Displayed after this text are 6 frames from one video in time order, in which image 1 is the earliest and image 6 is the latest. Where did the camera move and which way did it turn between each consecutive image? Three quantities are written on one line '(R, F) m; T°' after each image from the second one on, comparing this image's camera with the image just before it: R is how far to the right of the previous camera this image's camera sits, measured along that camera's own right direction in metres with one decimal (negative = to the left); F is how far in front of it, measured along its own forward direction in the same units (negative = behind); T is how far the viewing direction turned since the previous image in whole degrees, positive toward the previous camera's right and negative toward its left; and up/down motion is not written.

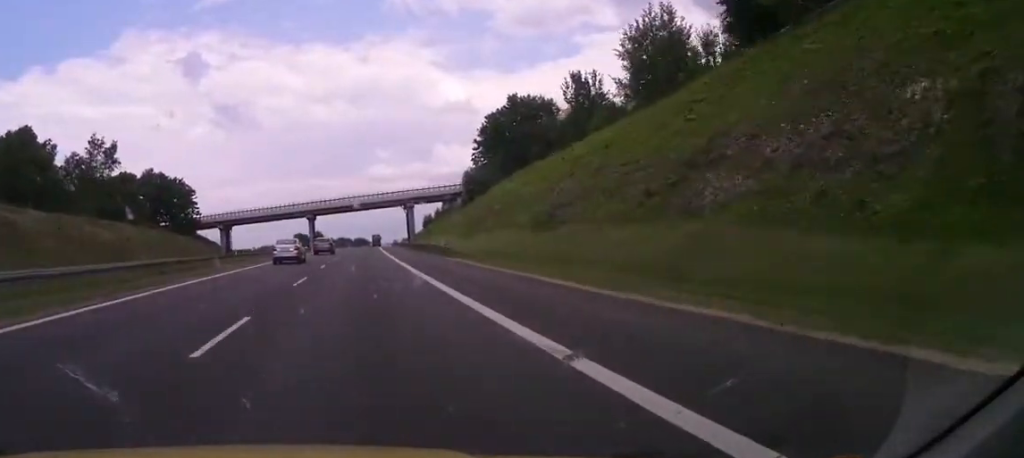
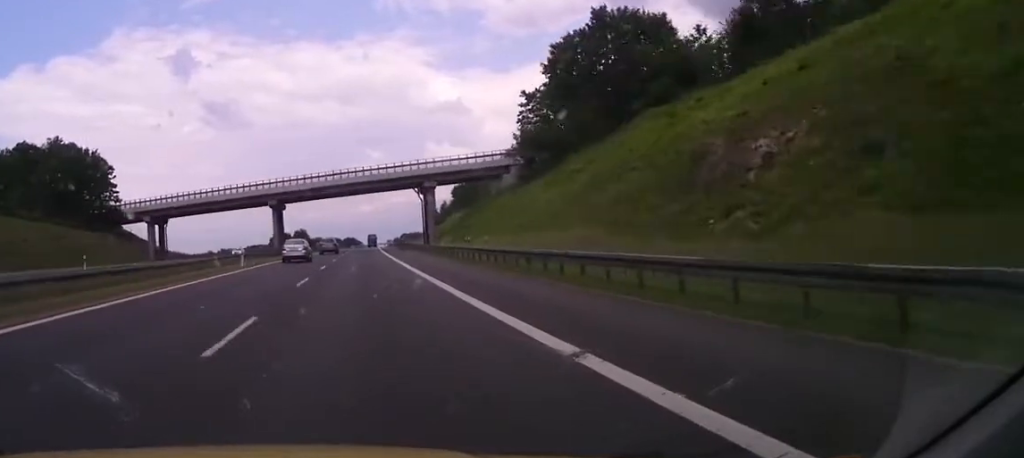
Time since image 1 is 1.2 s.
(+0.7, +51.0) m; +1°
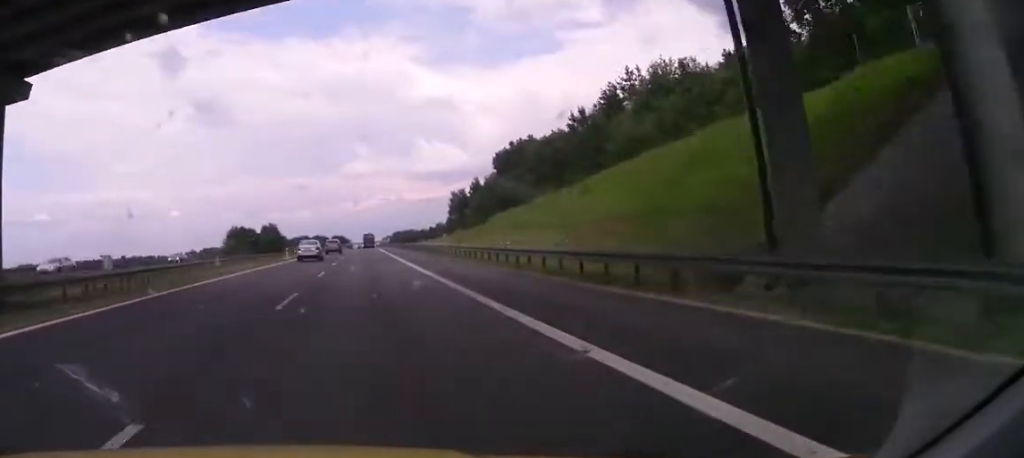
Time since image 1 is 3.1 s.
(+1.4, +90.0) m; +2°
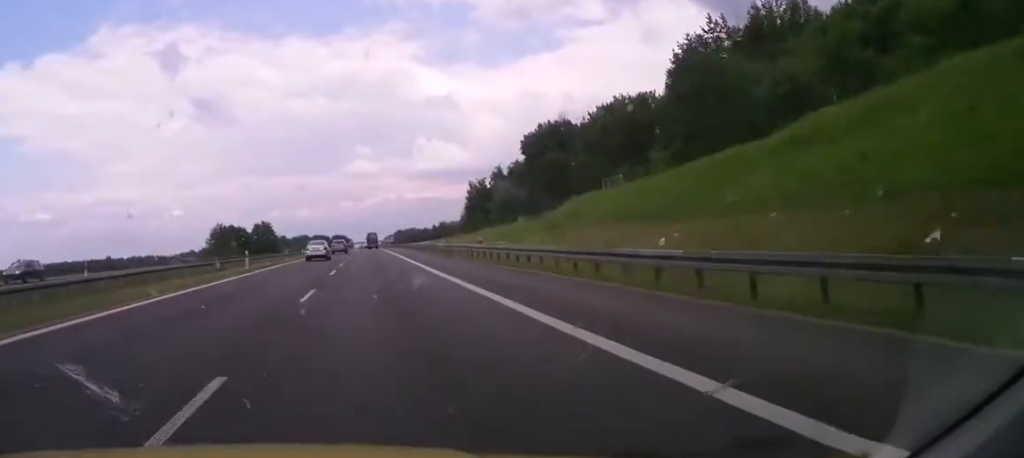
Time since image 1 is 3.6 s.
(0.0, +23.9) m; 0°
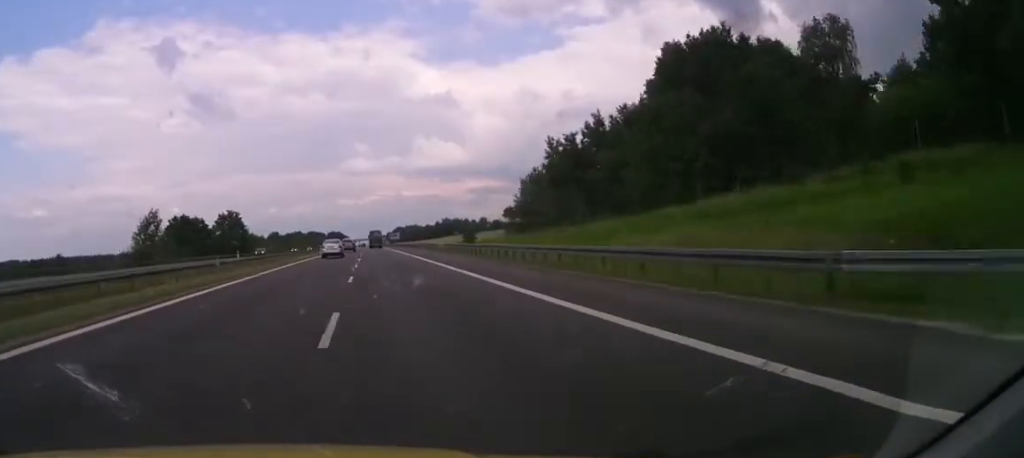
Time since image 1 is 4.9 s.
(+0.3, +54.3) m; +1°
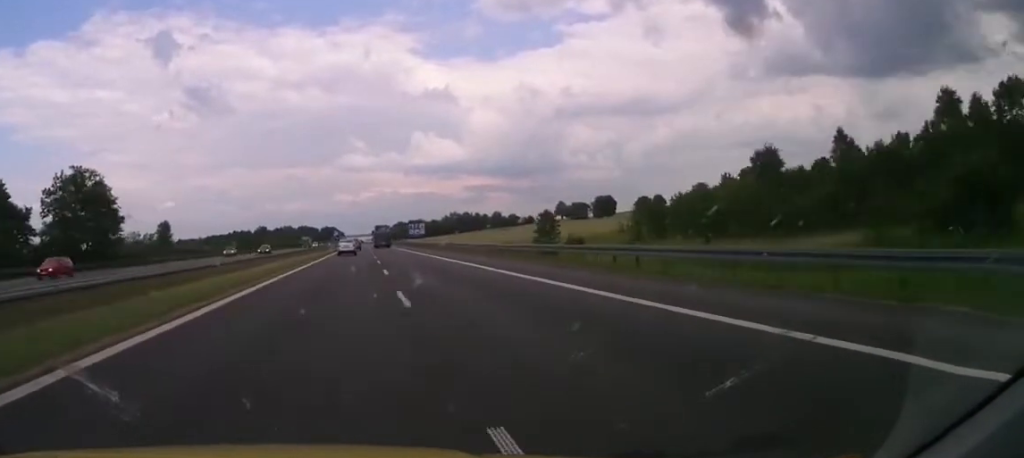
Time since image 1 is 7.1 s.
(+1.0, +83.7) m; +1°
